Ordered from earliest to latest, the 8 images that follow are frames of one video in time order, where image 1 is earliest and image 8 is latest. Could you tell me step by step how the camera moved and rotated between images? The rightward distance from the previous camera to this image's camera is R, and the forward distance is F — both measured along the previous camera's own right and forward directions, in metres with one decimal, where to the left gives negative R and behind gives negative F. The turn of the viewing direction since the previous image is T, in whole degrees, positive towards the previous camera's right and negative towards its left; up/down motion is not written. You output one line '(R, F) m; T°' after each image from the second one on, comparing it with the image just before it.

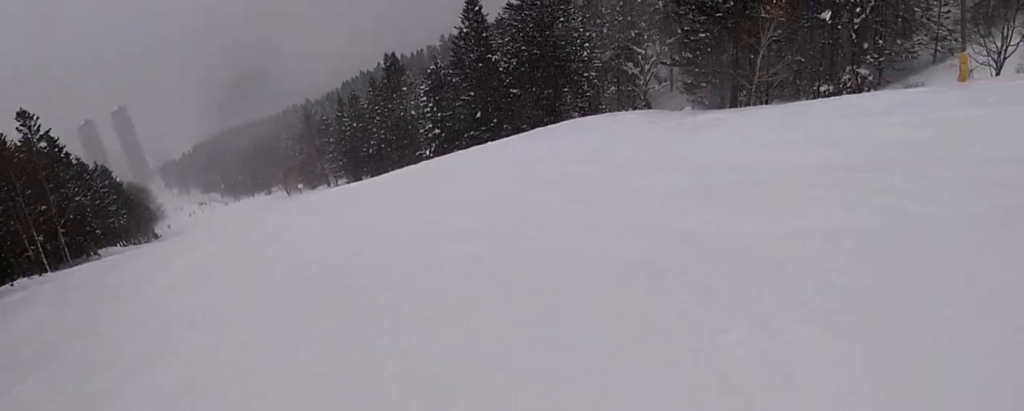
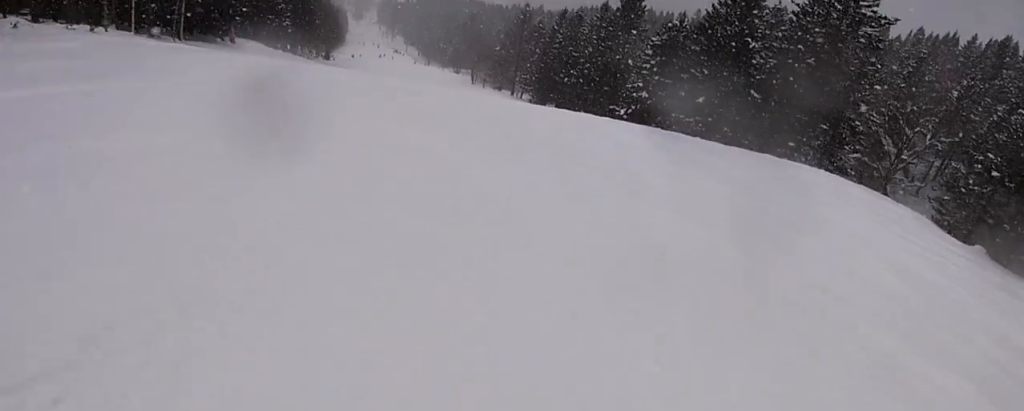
(-0.4, +11.6) m; -12°
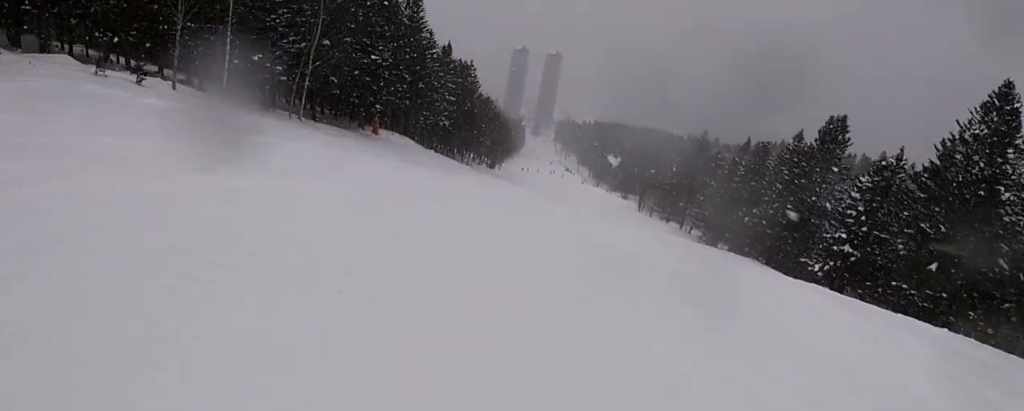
(-2.9, +10.2) m; -31°
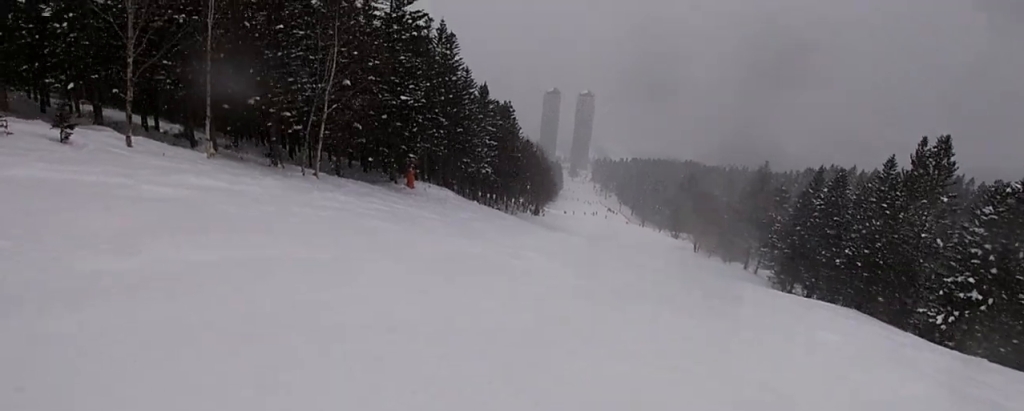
(-1.2, +8.7) m; -19°
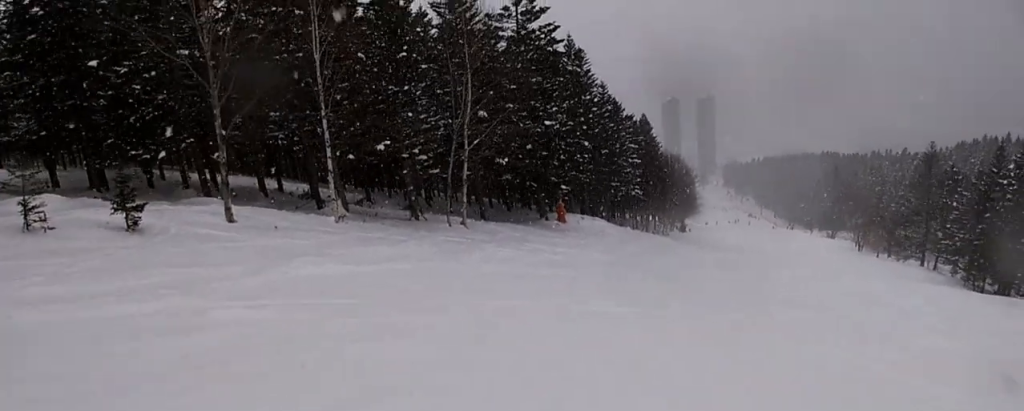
(-1.3, +6.3) m; +6°
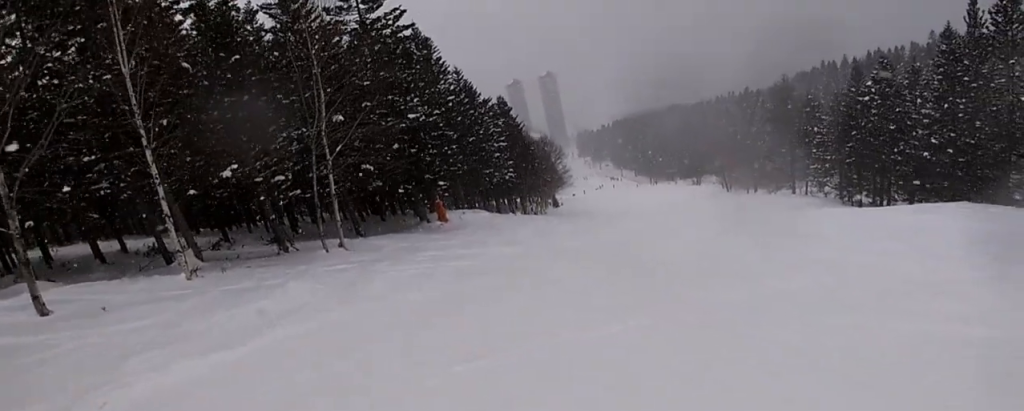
(+0.5, +3.7) m; +15°
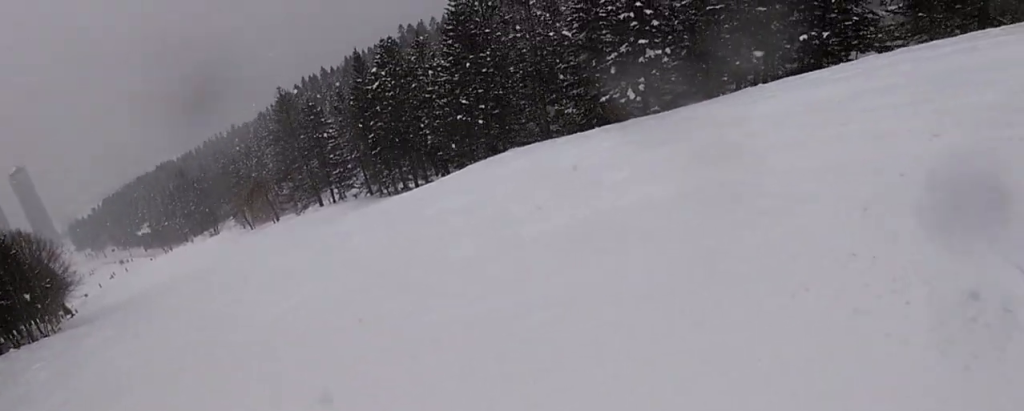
(+4.3, +9.0) m; +46°
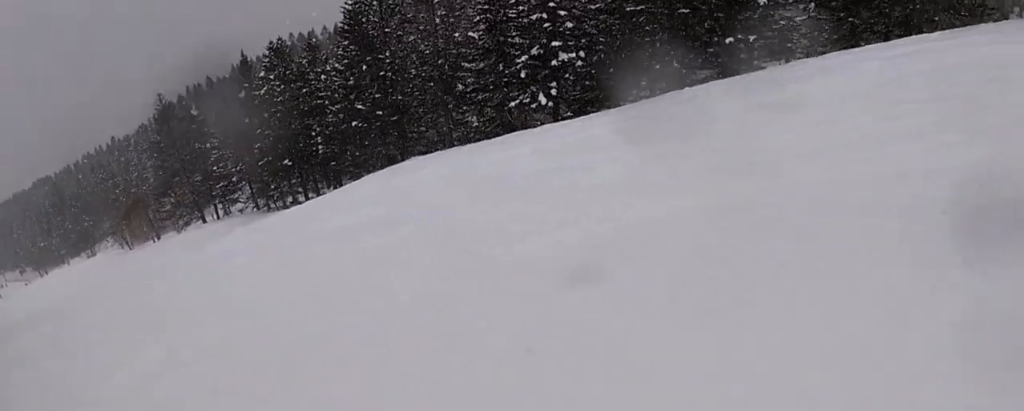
(+0.4, +3.2) m; +13°
